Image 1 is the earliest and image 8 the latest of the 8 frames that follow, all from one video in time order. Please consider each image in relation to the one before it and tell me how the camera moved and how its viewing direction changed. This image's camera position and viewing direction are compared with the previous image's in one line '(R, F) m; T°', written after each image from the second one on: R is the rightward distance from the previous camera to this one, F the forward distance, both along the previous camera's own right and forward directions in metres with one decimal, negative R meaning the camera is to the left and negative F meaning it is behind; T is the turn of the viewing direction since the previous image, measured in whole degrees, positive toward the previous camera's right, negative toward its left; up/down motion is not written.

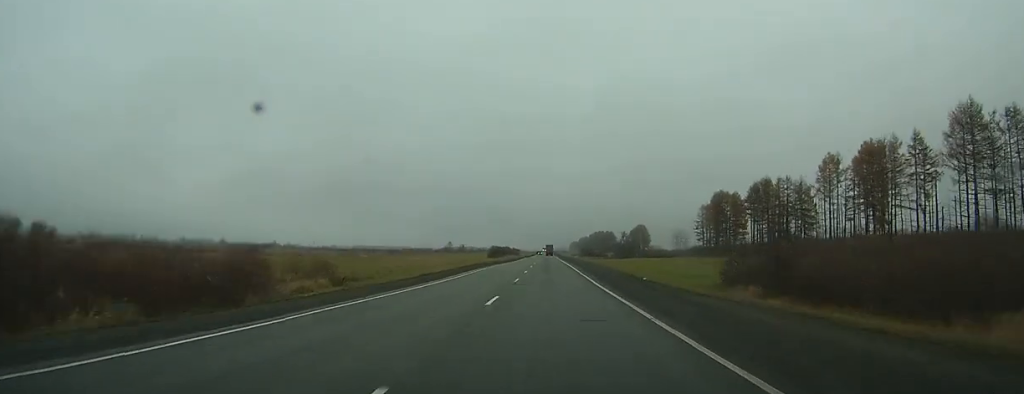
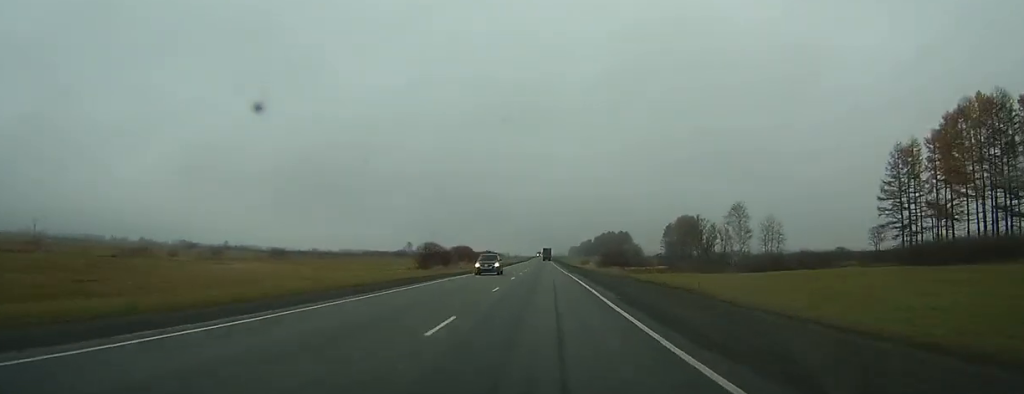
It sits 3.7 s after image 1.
(+0.3, +111.0) m; 0°
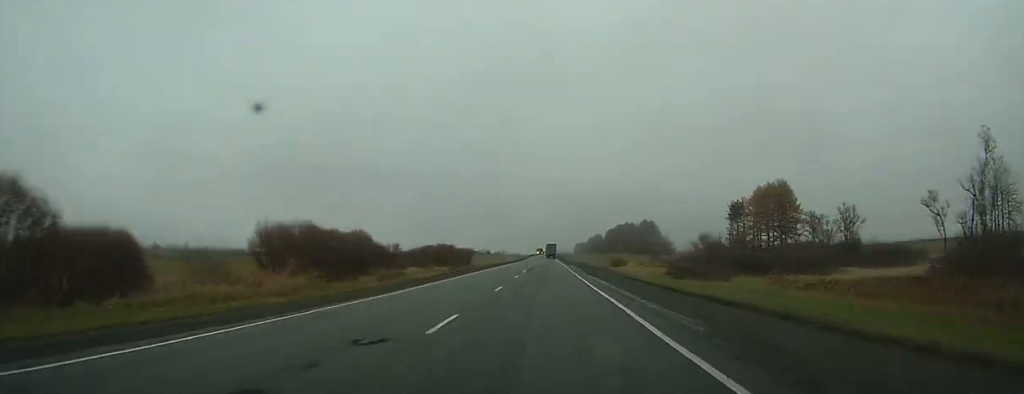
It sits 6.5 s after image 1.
(-0.2, +84.8) m; 0°
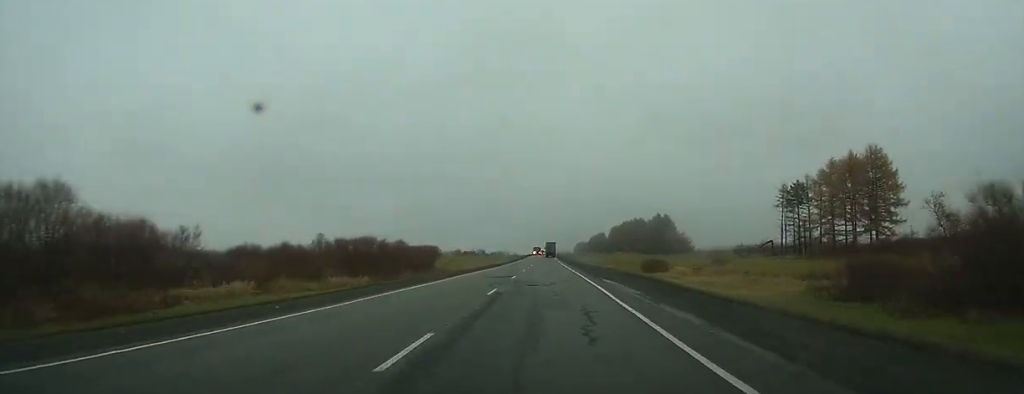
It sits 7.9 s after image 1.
(-0.1, +41.0) m; 0°
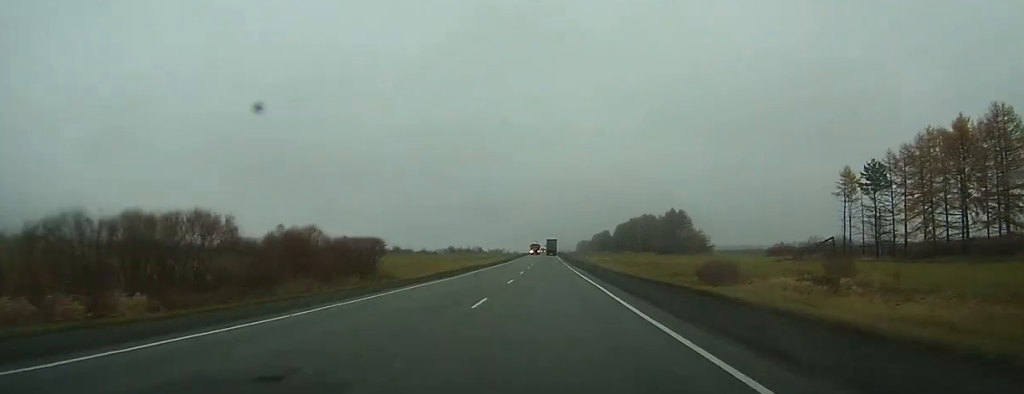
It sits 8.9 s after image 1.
(-0.1, +30.6) m; 0°
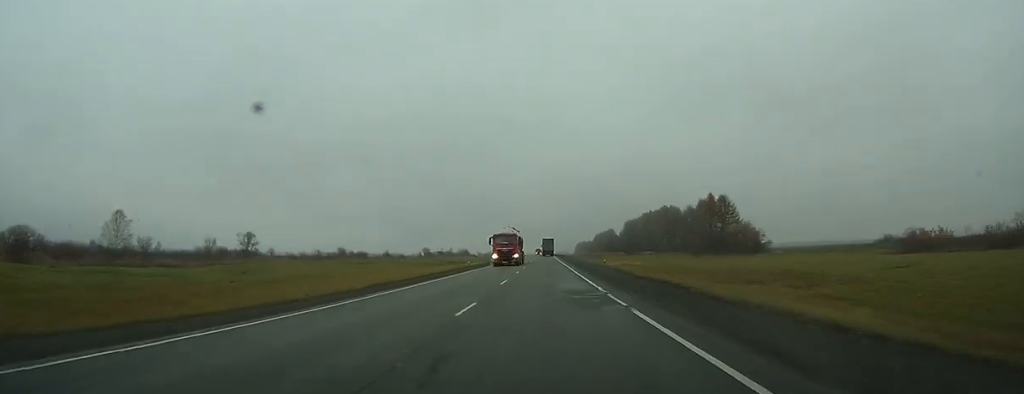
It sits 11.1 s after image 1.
(0.0, +63.2) m; 0°
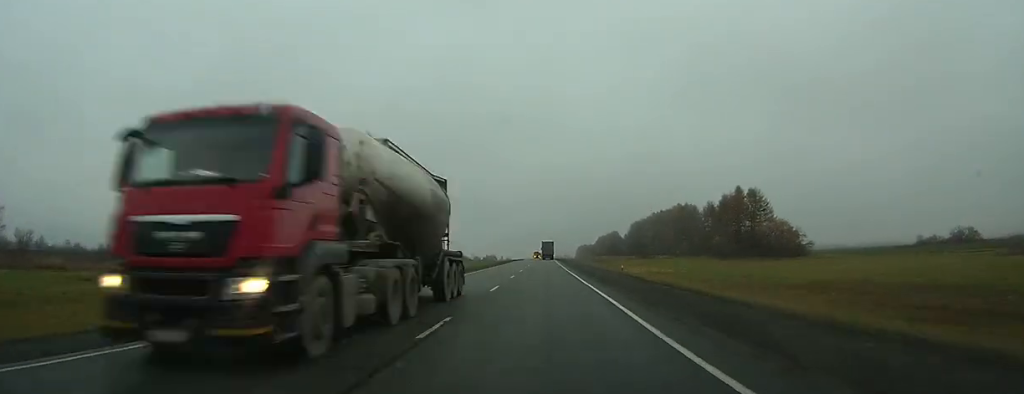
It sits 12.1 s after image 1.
(+0.1, +26.9) m; 0°
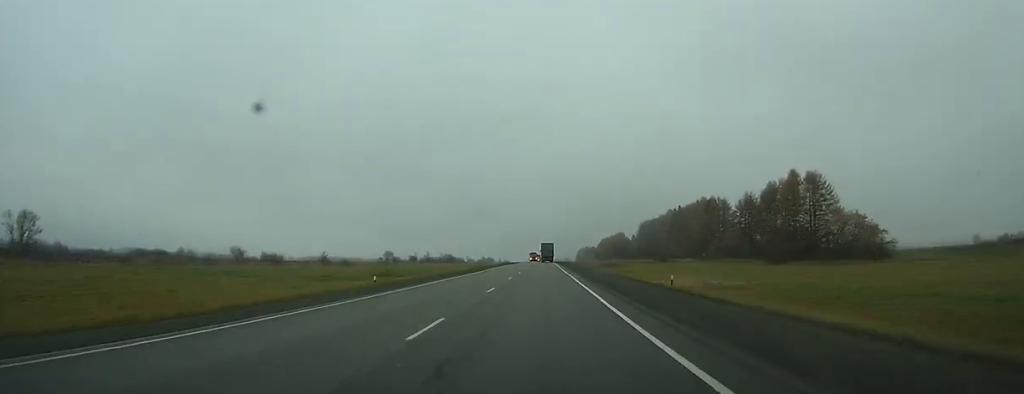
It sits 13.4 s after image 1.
(0.0, +35.7) m; 0°
